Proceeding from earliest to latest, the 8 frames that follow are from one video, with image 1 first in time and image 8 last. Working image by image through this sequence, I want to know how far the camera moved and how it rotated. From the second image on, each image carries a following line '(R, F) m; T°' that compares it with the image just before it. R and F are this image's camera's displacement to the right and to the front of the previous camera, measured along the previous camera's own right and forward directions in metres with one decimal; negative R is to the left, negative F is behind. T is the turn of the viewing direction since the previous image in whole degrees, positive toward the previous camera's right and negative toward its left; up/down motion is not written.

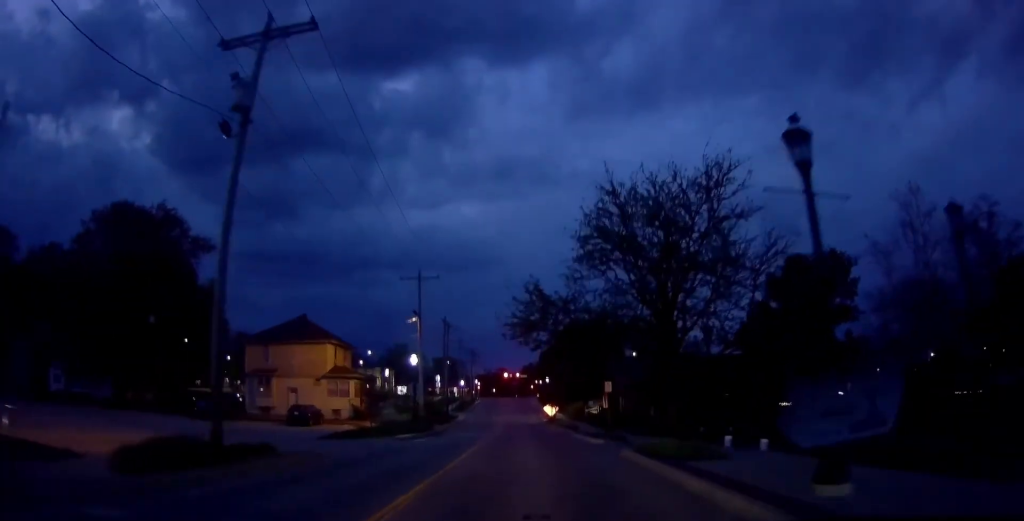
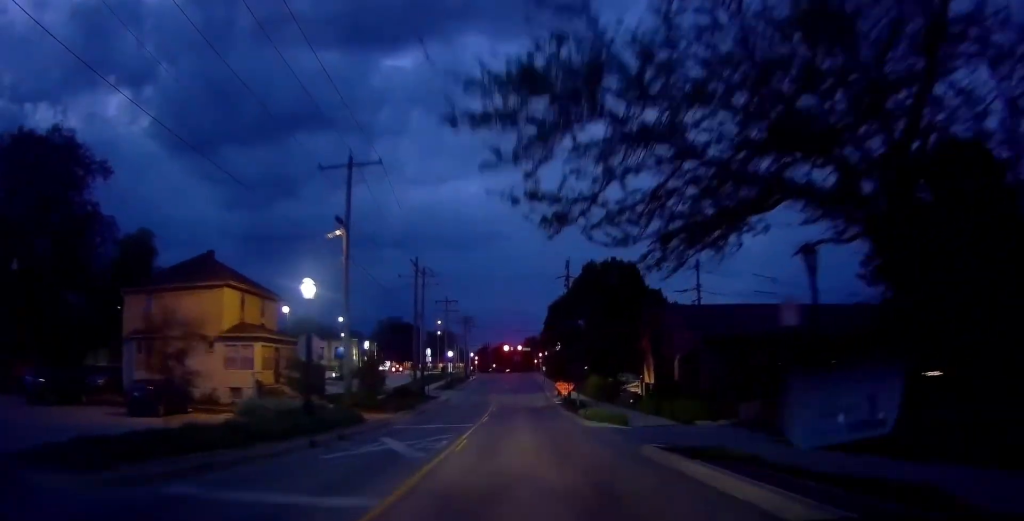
(0.0, +19.0) m; -1°
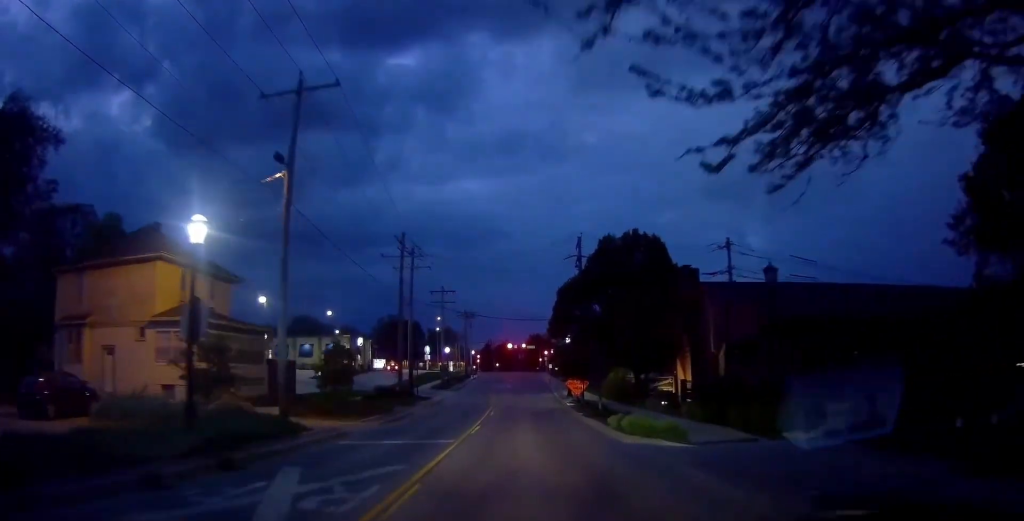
(-0.2, +7.2) m; -1°
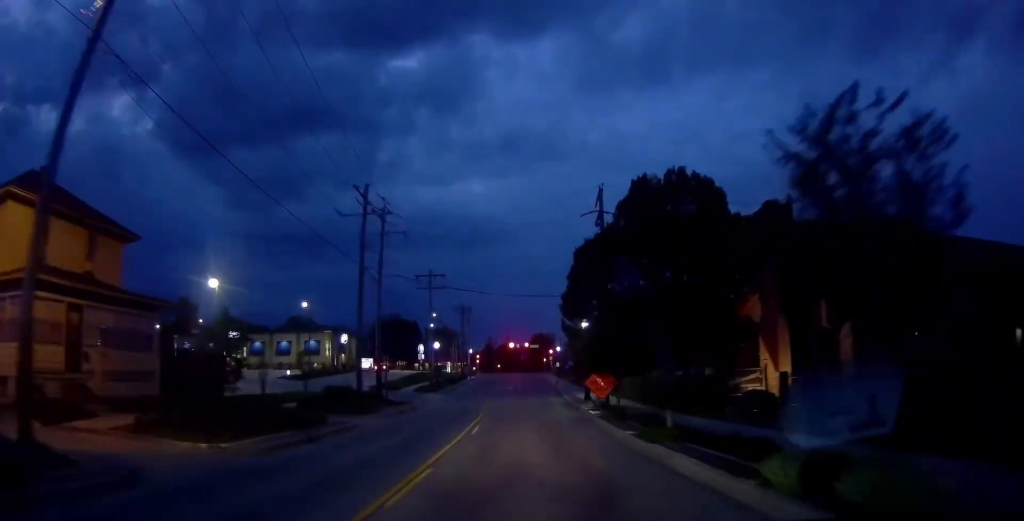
(-0.1, +10.4) m; 0°
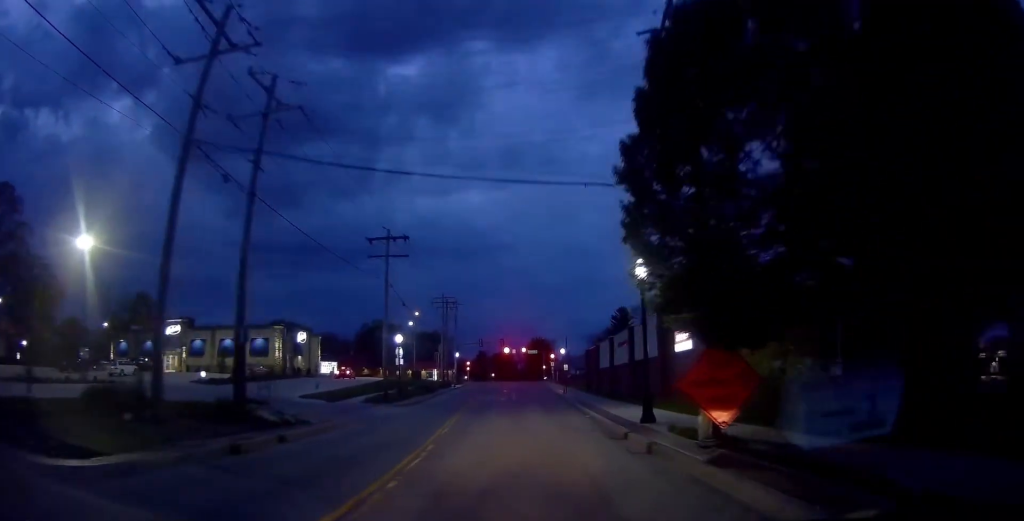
(0.0, +16.9) m; 0°
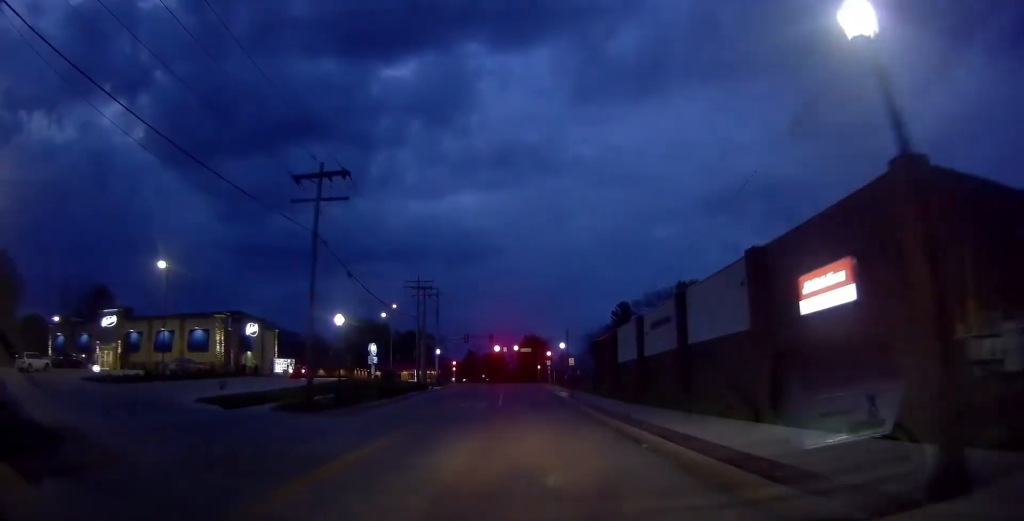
(0.0, +13.3) m; 0°
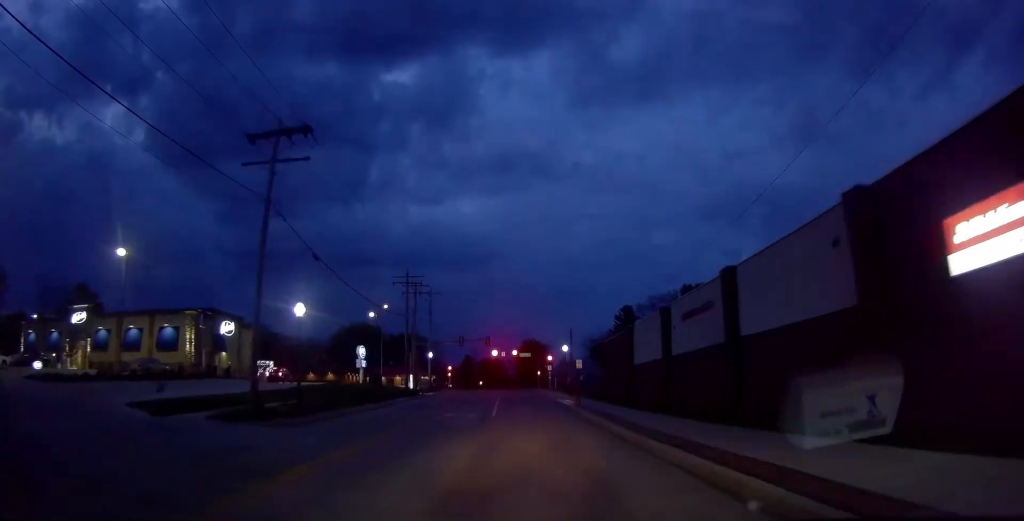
(0.0, +5.5) m; 0°
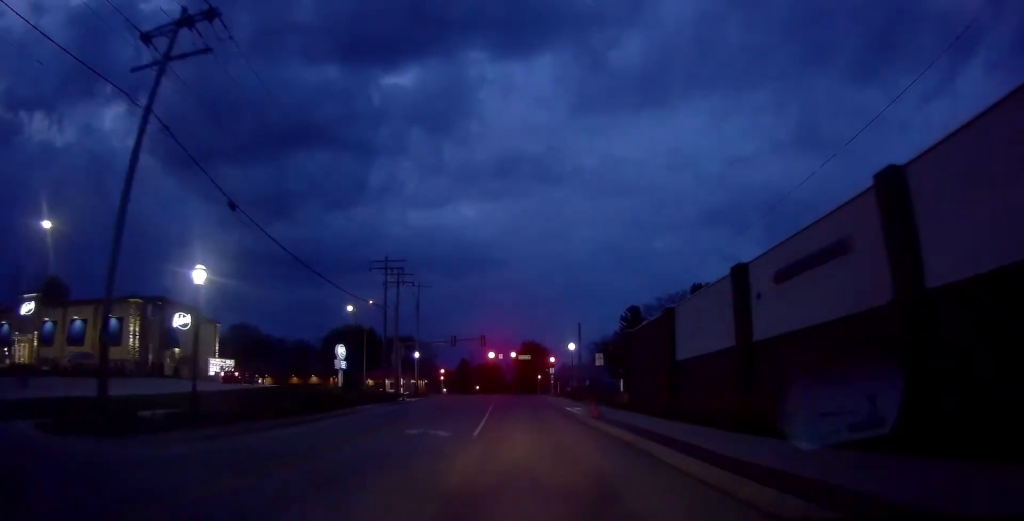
(0.0, +9.3) m; 0°
